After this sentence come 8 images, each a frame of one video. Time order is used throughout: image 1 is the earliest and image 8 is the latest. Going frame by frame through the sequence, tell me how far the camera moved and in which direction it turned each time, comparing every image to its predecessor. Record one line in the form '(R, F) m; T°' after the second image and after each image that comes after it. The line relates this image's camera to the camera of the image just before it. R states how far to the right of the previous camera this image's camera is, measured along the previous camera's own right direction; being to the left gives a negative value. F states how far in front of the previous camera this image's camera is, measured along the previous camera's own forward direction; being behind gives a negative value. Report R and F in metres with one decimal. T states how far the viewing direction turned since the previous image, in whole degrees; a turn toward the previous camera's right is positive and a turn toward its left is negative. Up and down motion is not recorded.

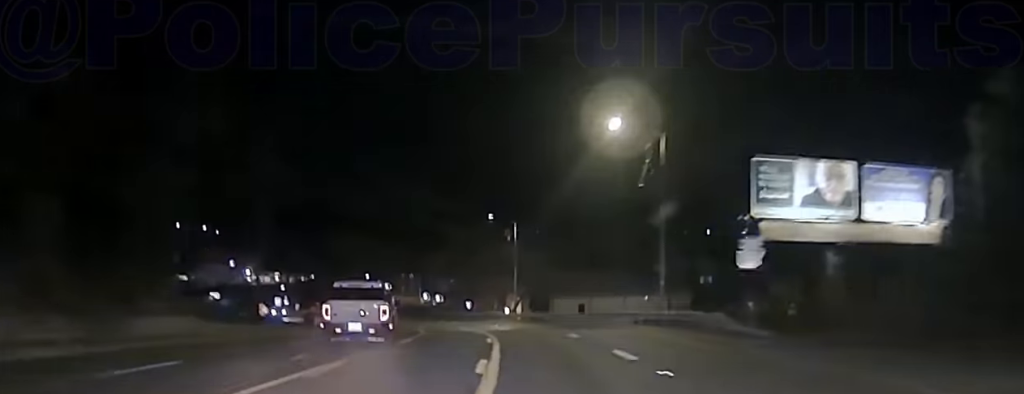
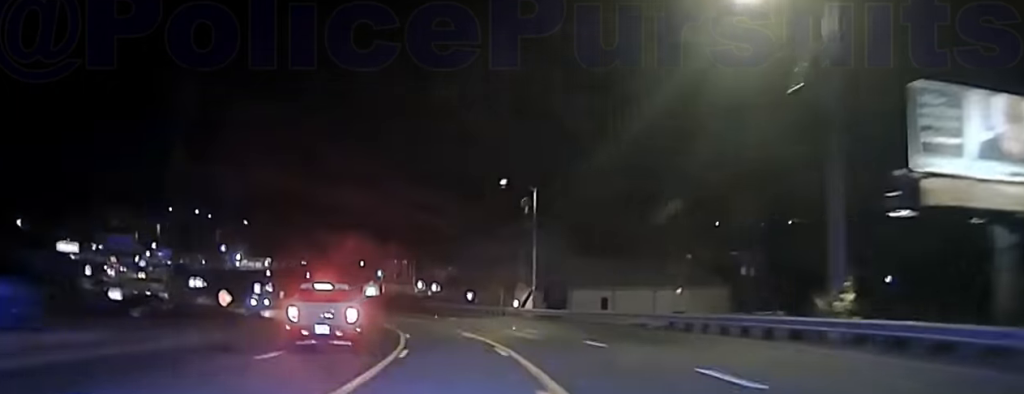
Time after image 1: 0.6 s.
(+0.1, +22.3) m; -2°
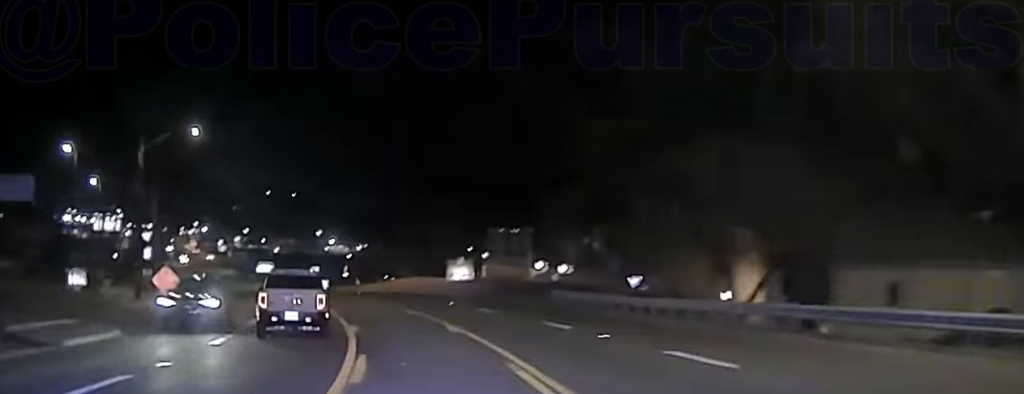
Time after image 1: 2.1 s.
(-4.9, +57.9) m; -12°
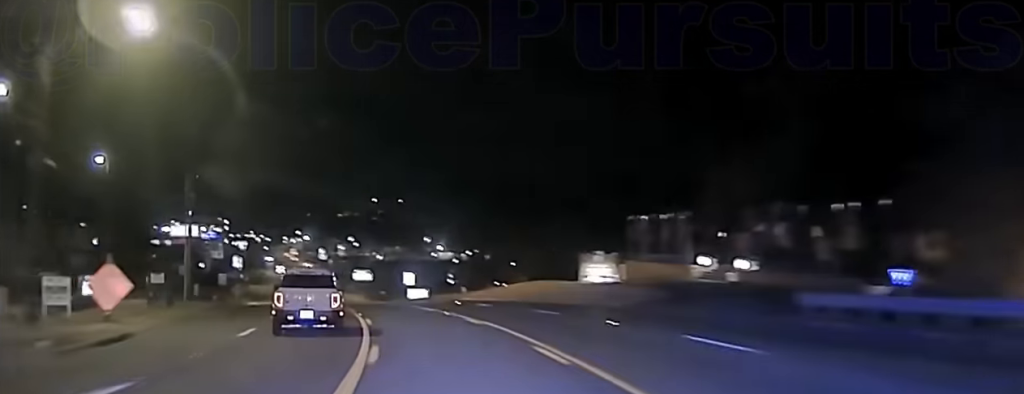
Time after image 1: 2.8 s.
(-1.7, +23.4) m; -6°
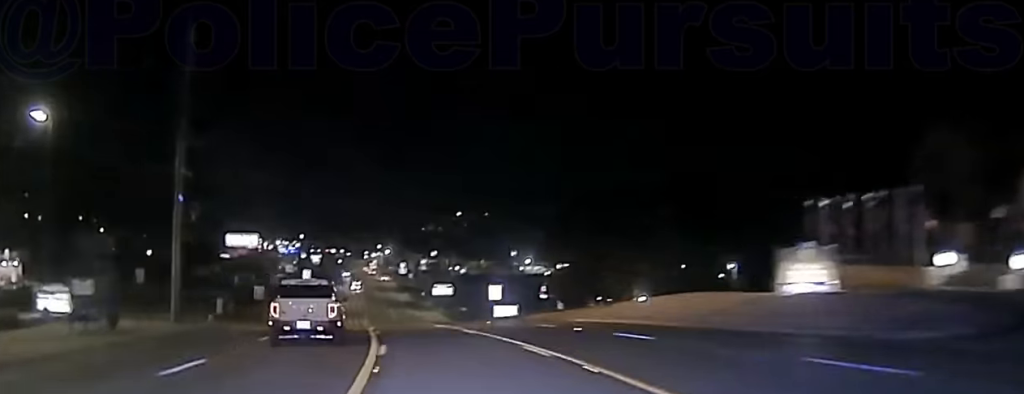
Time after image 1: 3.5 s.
(-0.8, +19.5) m; -2°
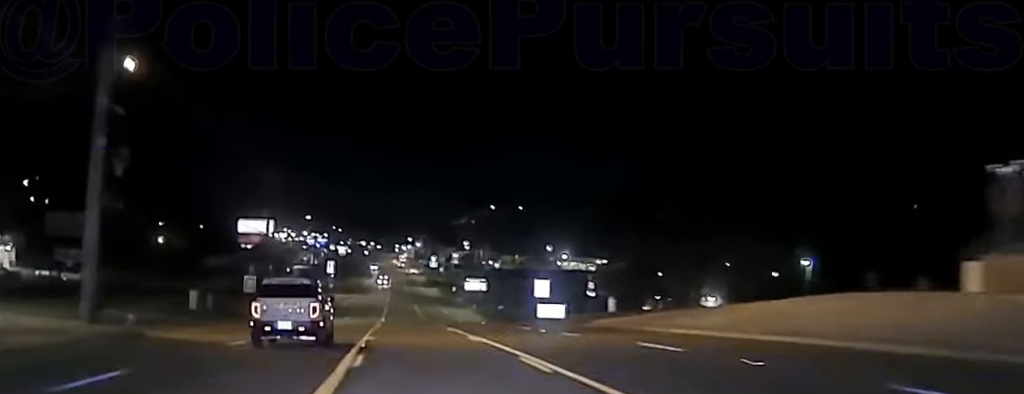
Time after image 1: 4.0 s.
(-0.2, +13.2) m; -1°
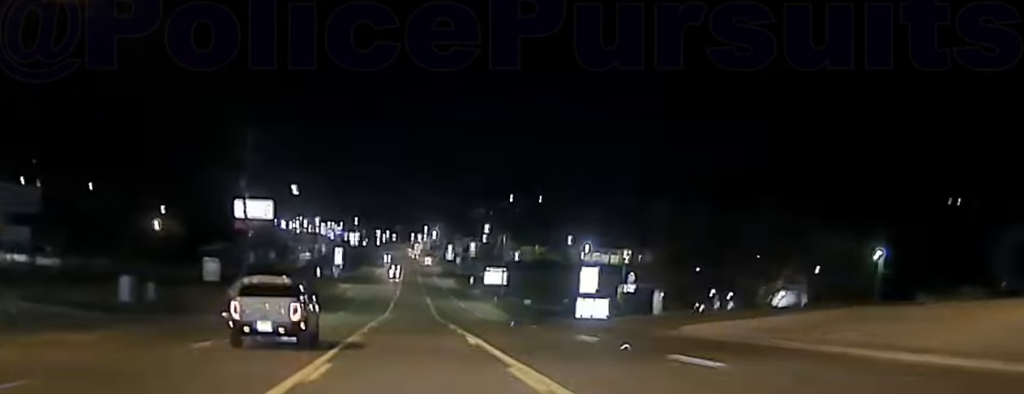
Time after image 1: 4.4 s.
(-0.1, +10.6) m; -1°
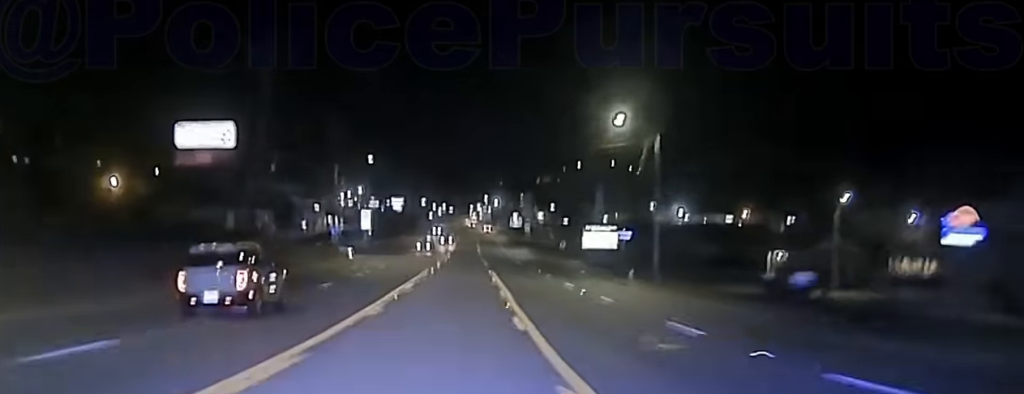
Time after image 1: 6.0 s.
(-1.2, +49.9) m; -2°
